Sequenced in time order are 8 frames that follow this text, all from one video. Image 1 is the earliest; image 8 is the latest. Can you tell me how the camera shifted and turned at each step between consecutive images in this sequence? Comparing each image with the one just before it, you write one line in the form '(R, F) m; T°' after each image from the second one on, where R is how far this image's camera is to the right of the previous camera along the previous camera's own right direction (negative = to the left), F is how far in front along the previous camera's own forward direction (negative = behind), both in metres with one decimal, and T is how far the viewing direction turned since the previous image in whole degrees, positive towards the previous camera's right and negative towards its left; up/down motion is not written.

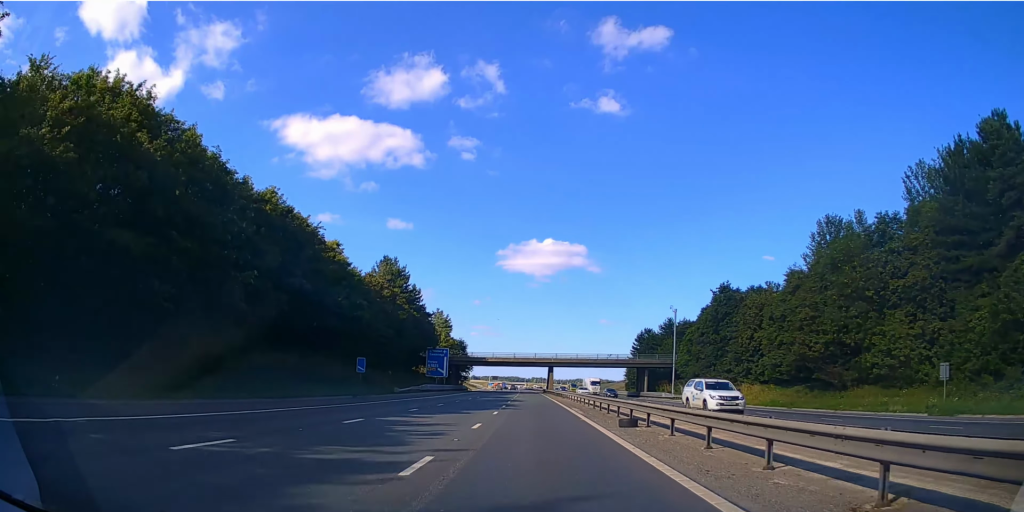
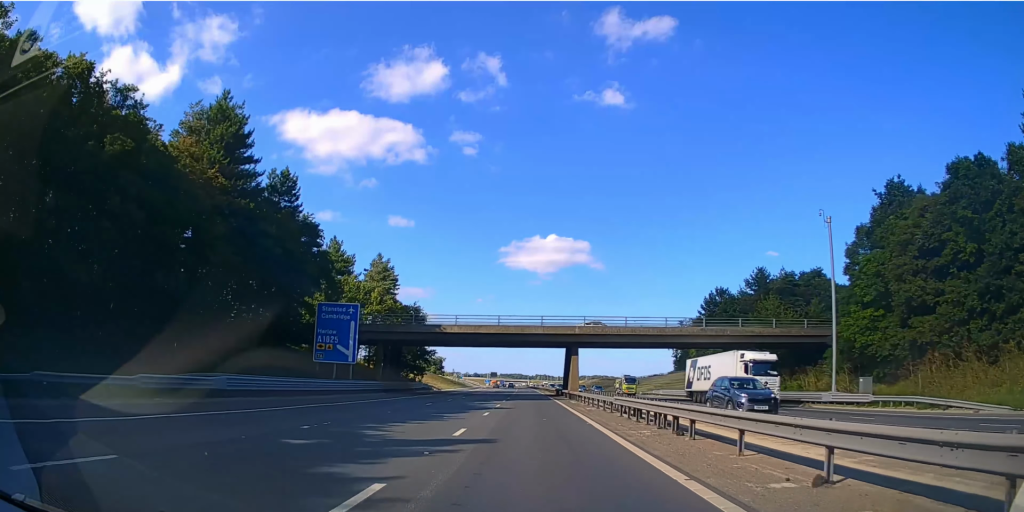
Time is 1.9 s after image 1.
(-0.1, +58.5) m; 0°
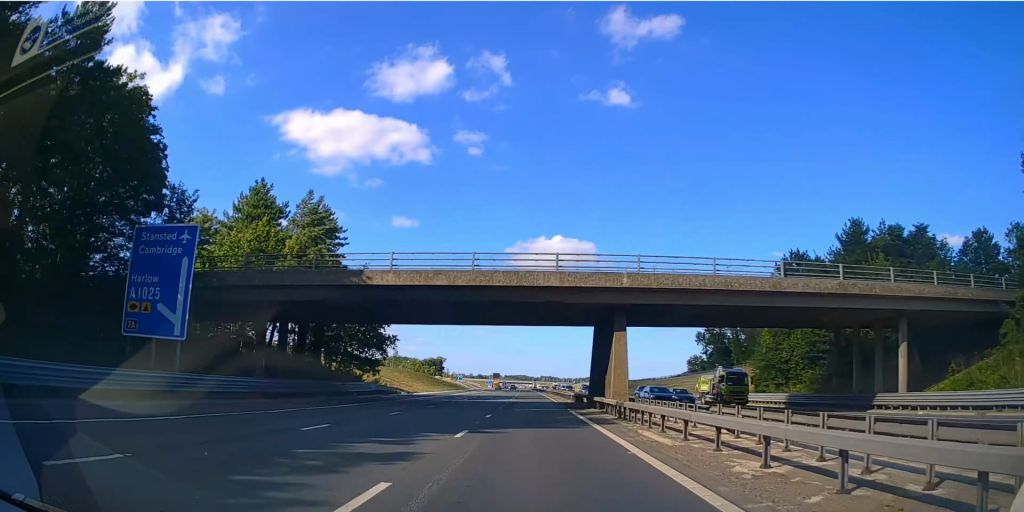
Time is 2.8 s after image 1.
(0.0, +29.5) m; 0°
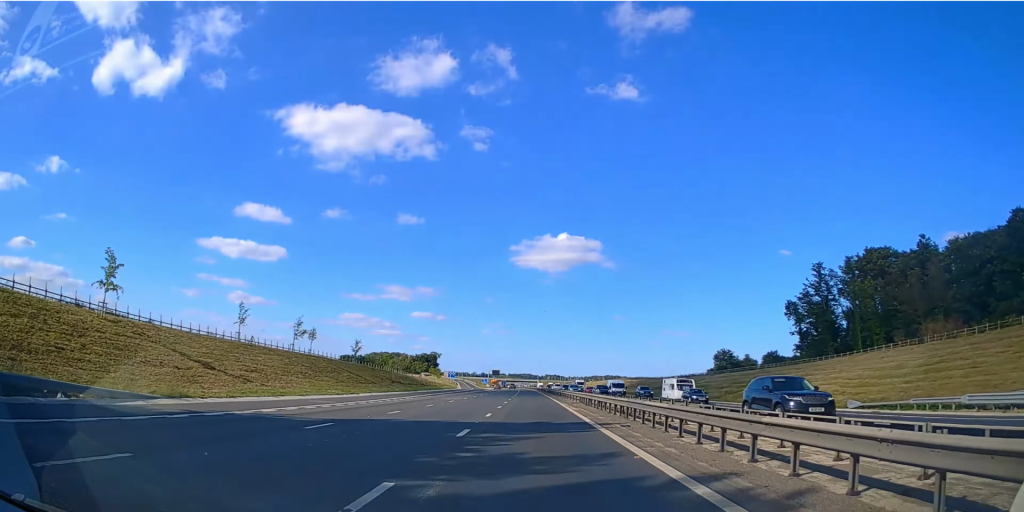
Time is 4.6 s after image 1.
(-0.4, +60.3) m; -1°
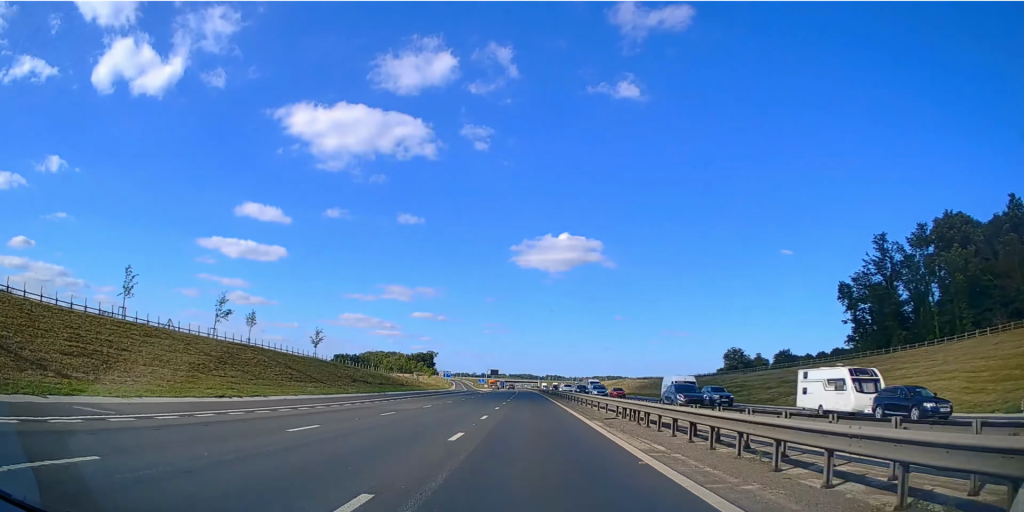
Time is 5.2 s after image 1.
(0.0, +18.5) m; 0°
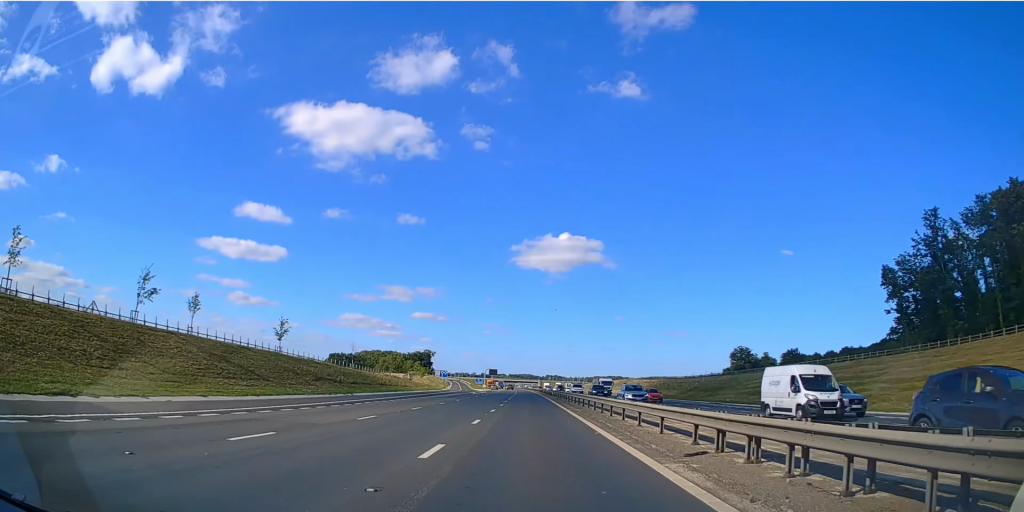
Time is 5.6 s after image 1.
(0.0, +12.3) m; 0°
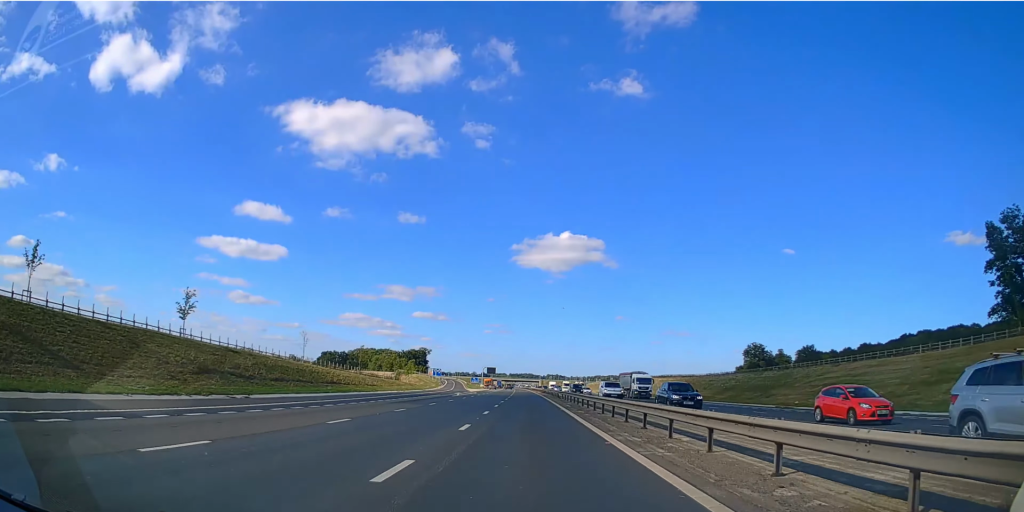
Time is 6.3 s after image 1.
(0.0, +22.3) m; 0°
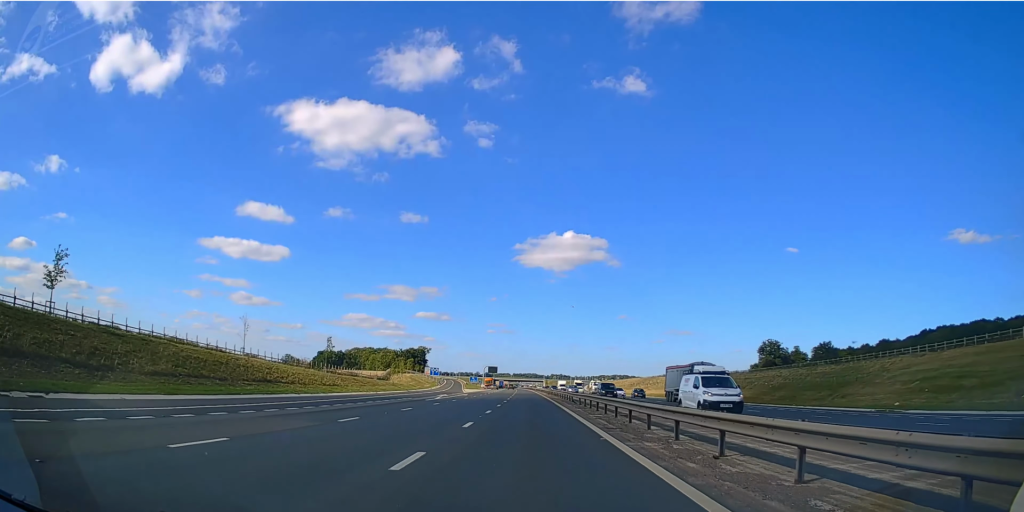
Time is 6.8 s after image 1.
(0.0, +19.6) m; 0°
